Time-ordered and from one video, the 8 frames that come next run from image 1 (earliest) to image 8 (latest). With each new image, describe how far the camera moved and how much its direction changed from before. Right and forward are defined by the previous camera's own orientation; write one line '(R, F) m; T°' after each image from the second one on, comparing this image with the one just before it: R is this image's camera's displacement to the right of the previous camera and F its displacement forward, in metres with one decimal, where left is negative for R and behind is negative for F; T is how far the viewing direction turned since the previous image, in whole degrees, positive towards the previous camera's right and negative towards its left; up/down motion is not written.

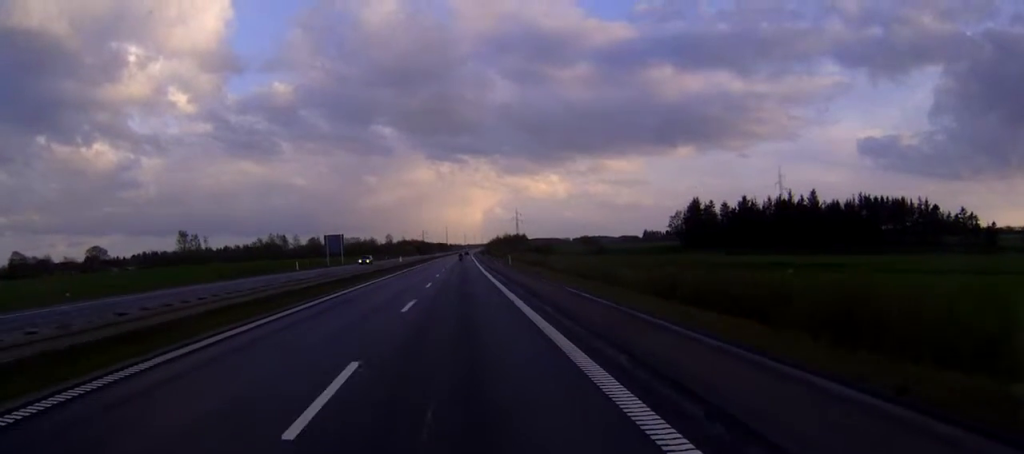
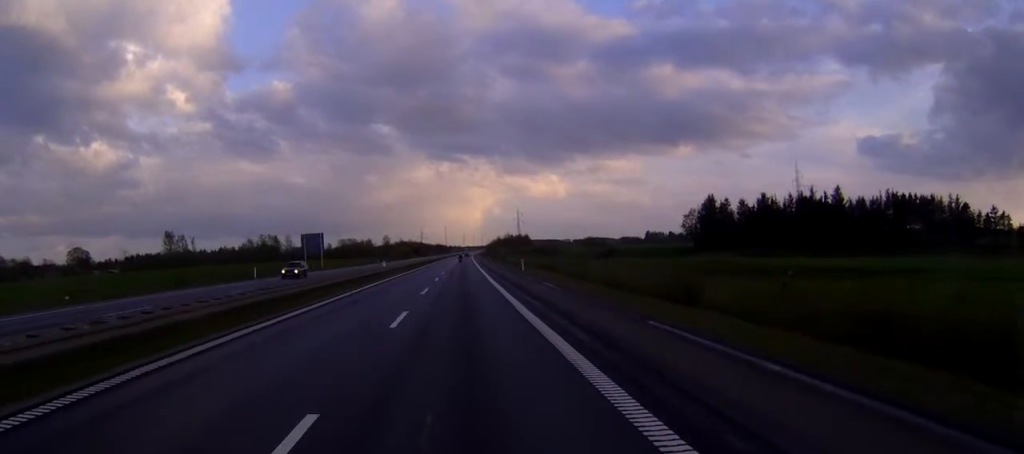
(0.0, +18.6) m; 0°
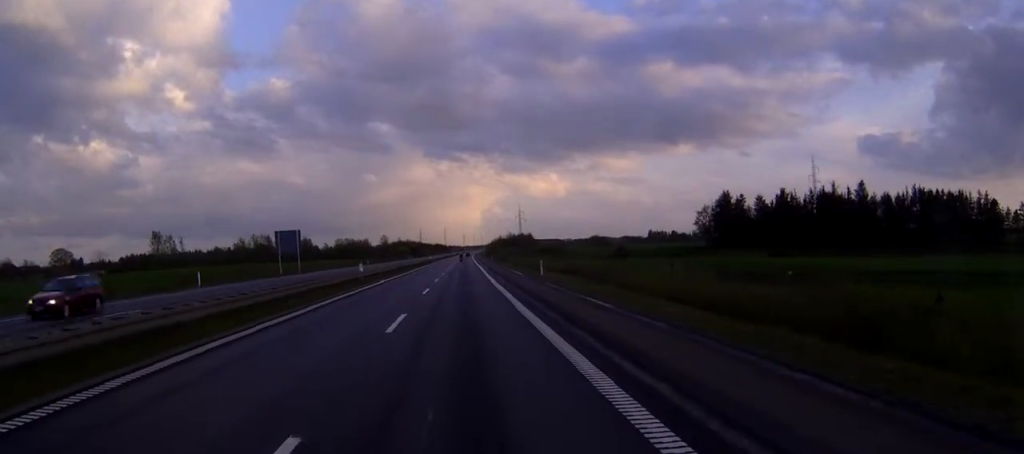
(0.0, +16.0) m; 0°
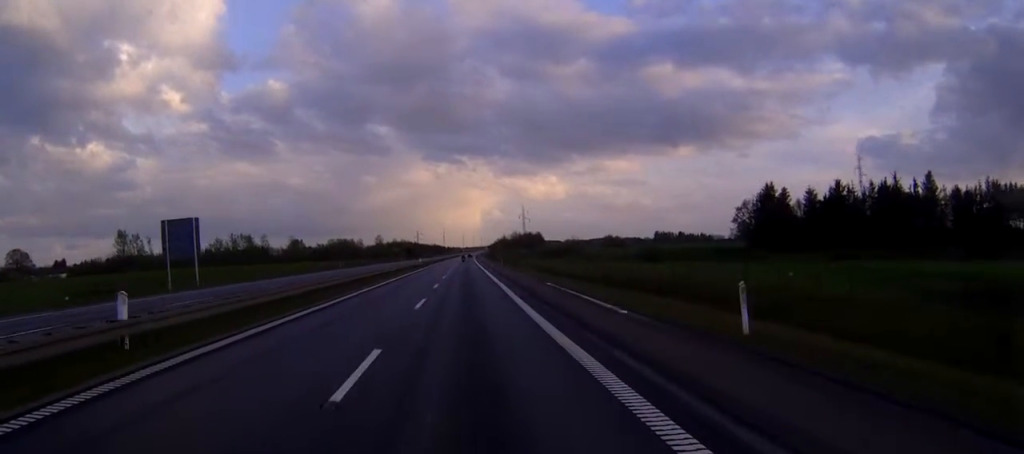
(+0.1, +38.1) m; 0°
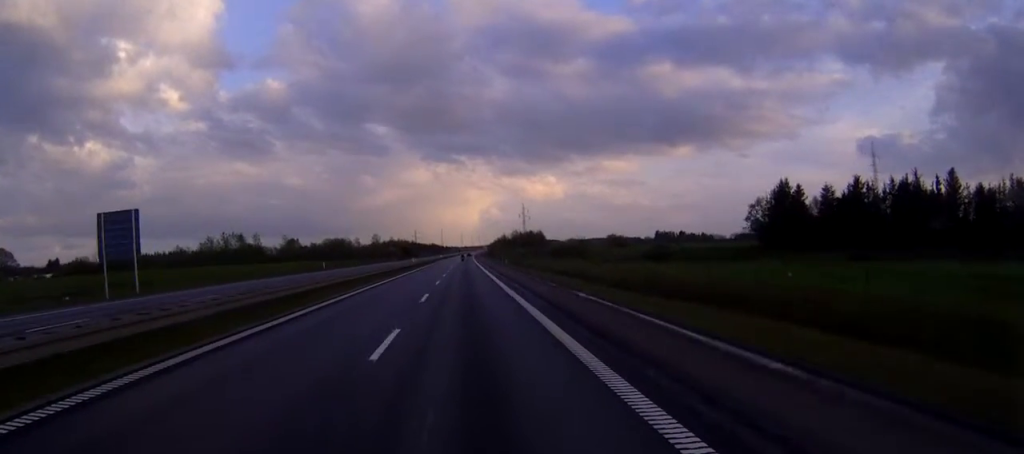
(0.0, +11.5) m; 0°
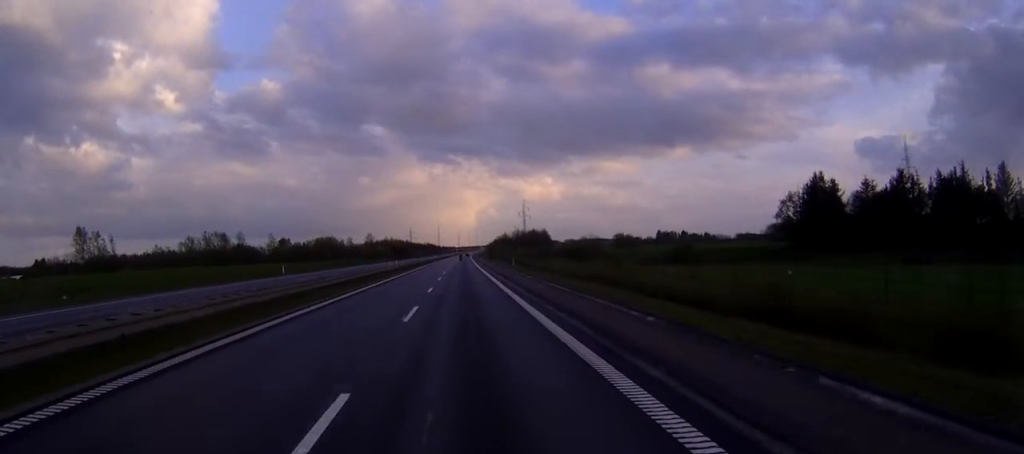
(0.0, +22.8) m; 0°
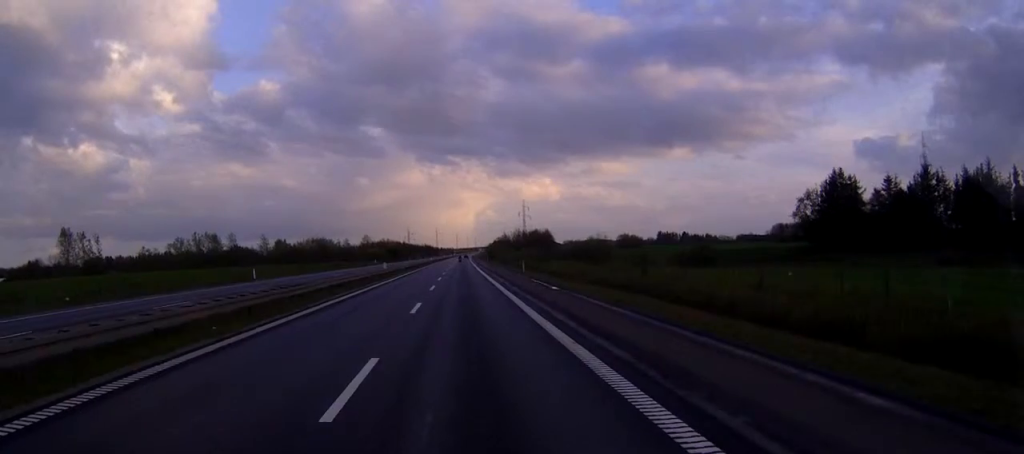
(0.0, +11.4) m; 0°
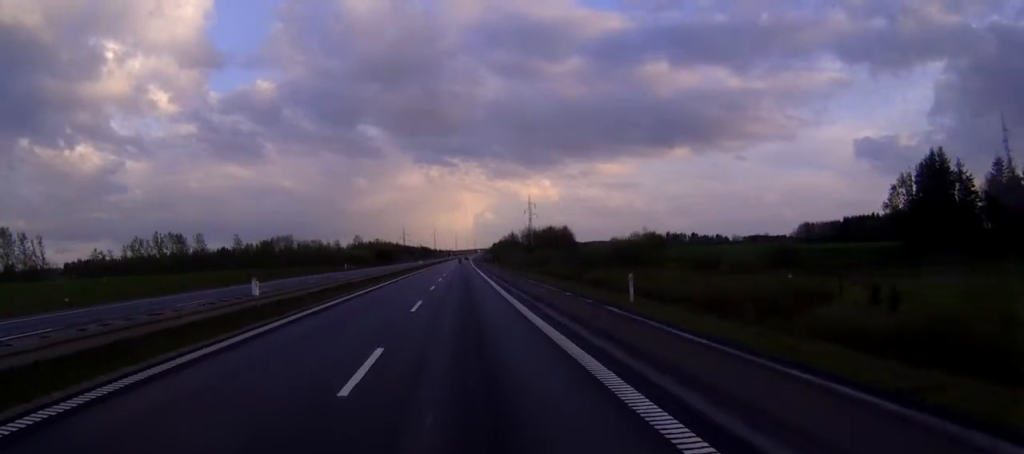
(+0.1, +43.2) m; 0°
